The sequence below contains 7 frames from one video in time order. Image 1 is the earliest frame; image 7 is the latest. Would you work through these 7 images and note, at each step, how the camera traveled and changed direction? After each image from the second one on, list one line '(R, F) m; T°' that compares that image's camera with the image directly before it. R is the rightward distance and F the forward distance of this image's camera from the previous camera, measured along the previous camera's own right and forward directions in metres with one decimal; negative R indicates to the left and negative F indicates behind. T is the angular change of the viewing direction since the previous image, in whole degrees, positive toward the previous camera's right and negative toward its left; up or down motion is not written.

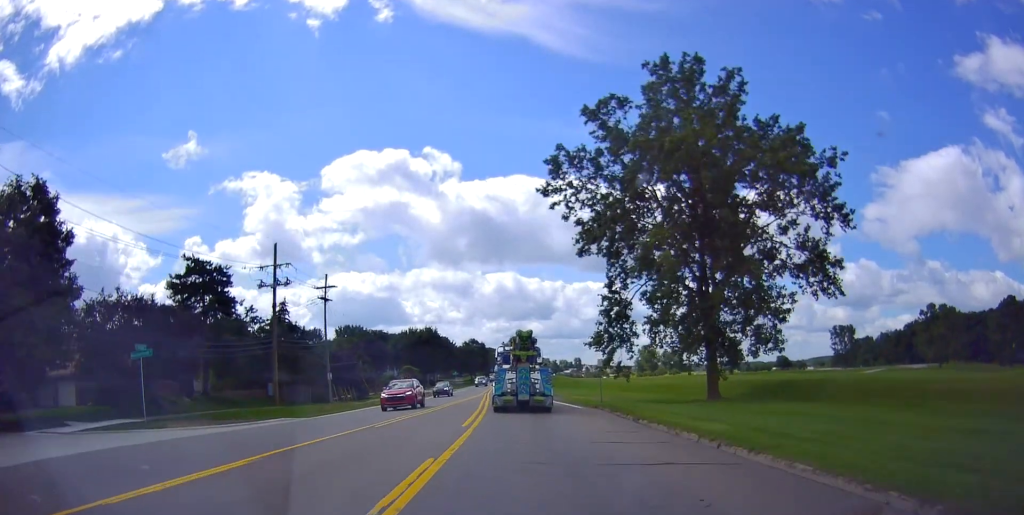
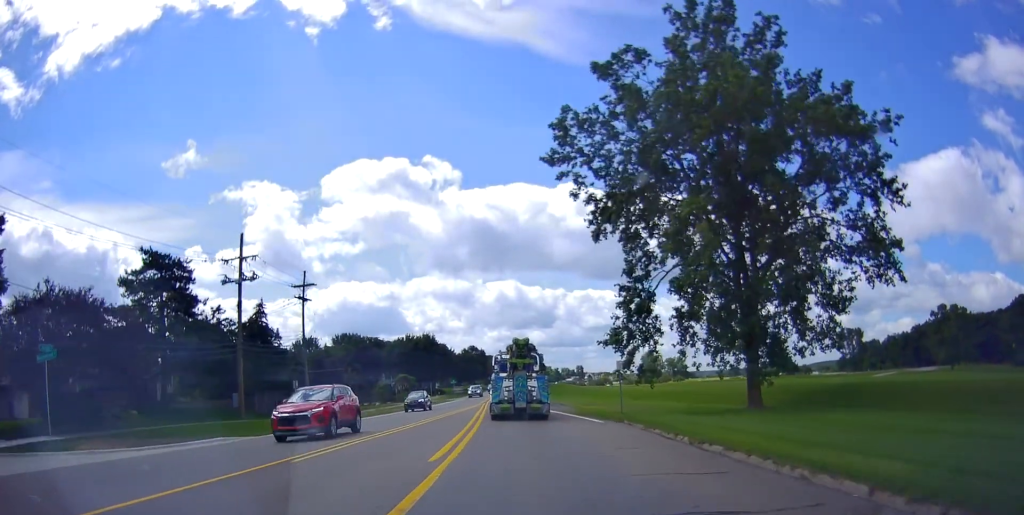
(+0.1, +6.2) m; +1°
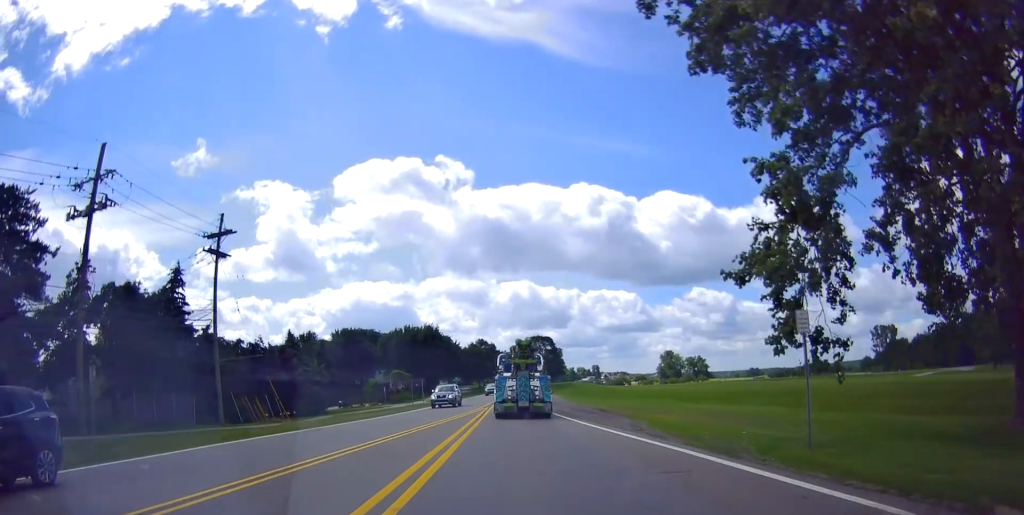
(-0.2, +17.9) m; -3°
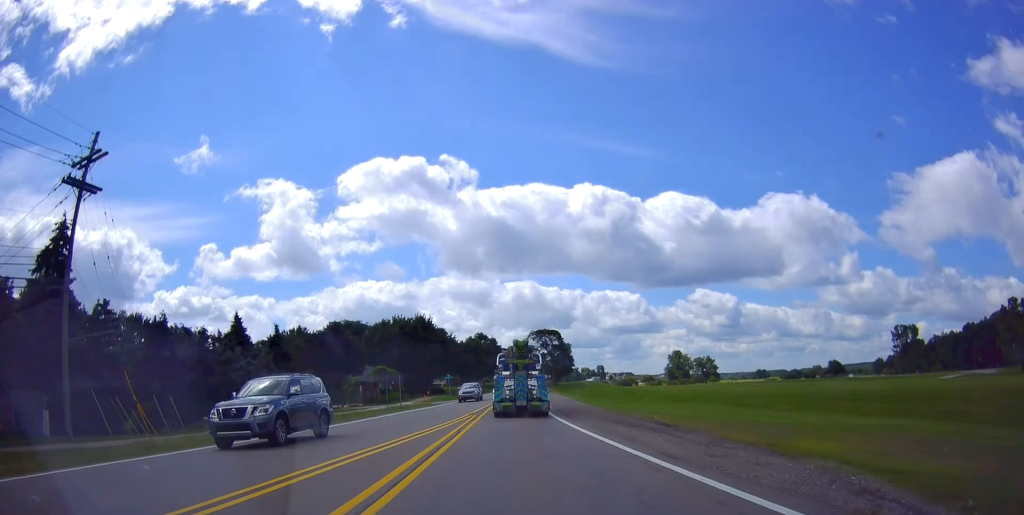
(-0.5, +13.7) m; 0°
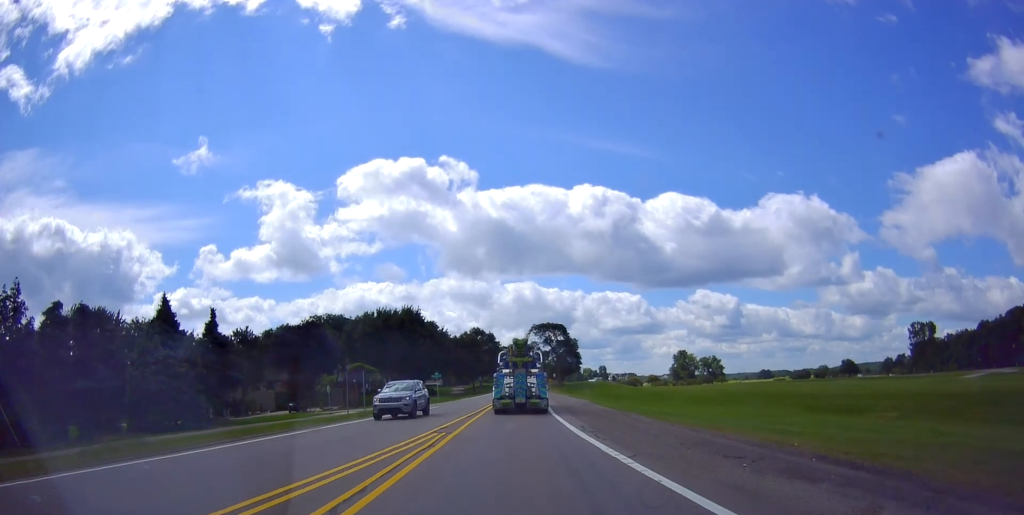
(+0.7, +12.1) m; 0°
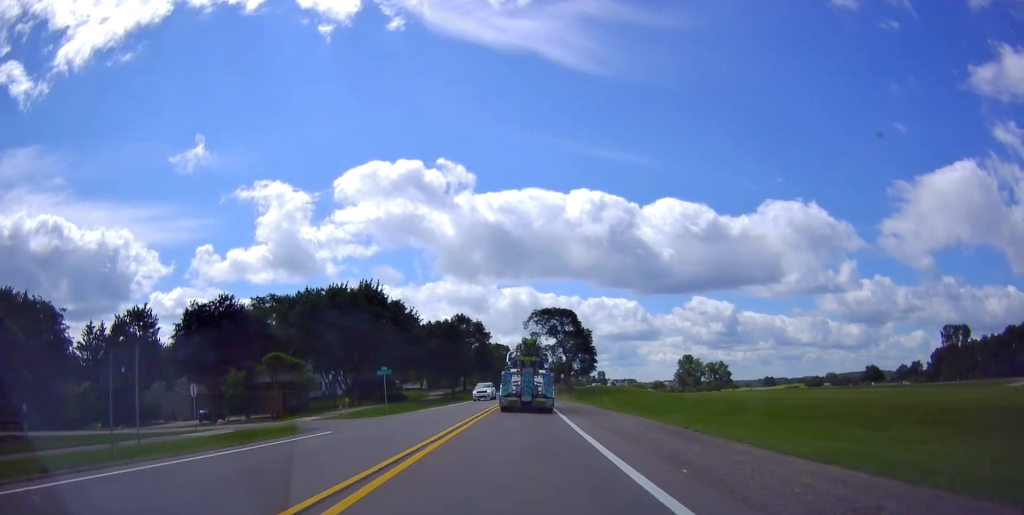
(-0.3, +24.9) m; +1°
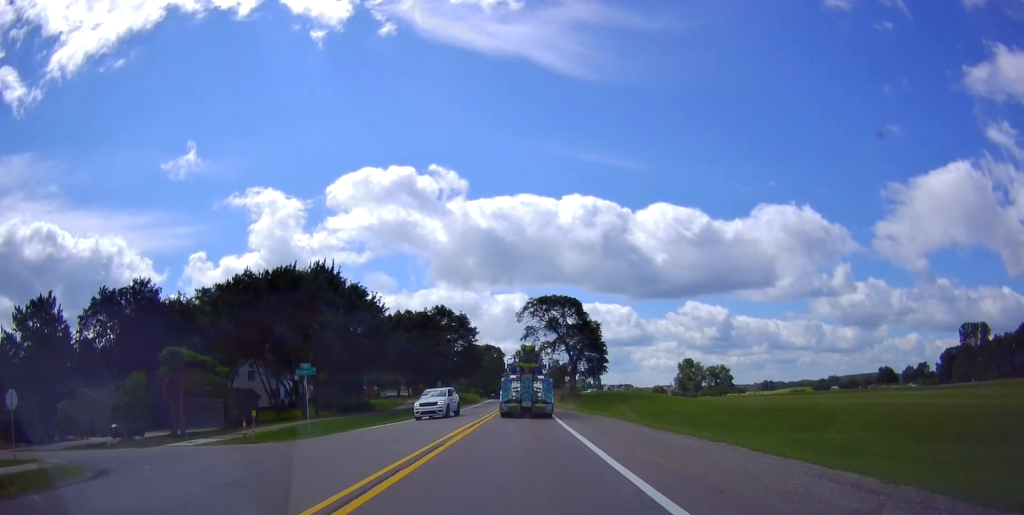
(+0.1, +15.0) m; -1°
